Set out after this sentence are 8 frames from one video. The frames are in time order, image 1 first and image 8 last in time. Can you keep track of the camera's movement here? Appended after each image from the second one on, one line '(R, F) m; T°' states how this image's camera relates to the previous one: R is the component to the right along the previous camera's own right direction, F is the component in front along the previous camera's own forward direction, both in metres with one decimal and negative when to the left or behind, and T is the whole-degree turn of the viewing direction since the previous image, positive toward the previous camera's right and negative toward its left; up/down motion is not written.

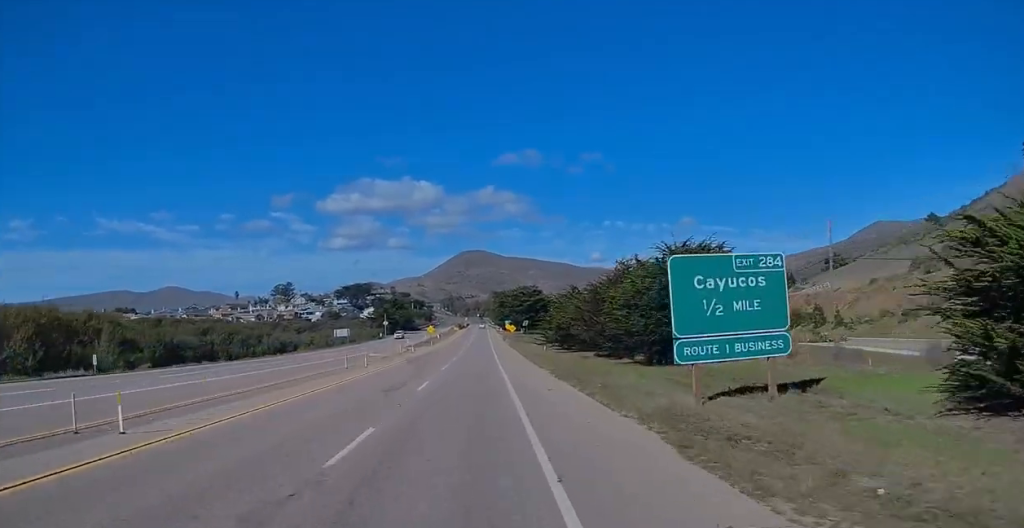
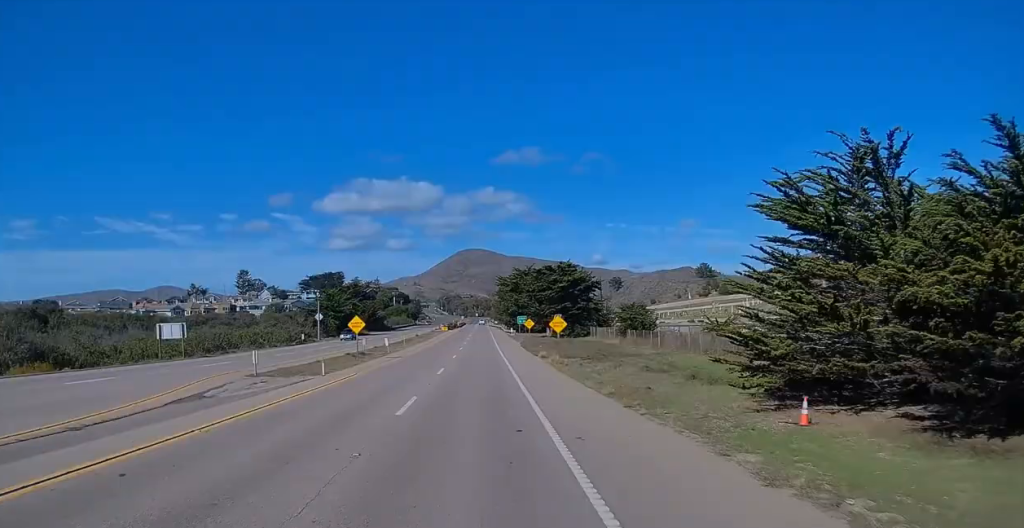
(-2.6, +68.8) m; -2°
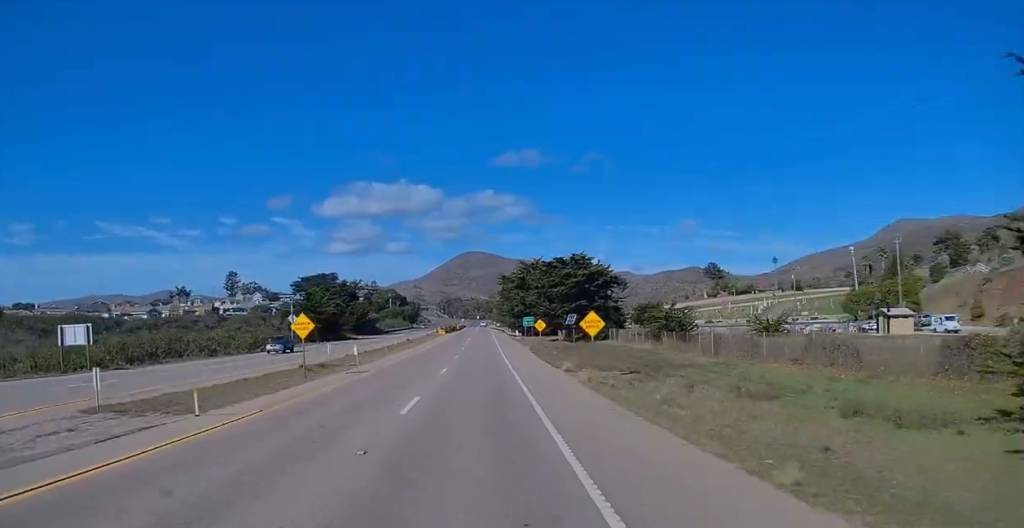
(-0.1, +14.4) m; +4°
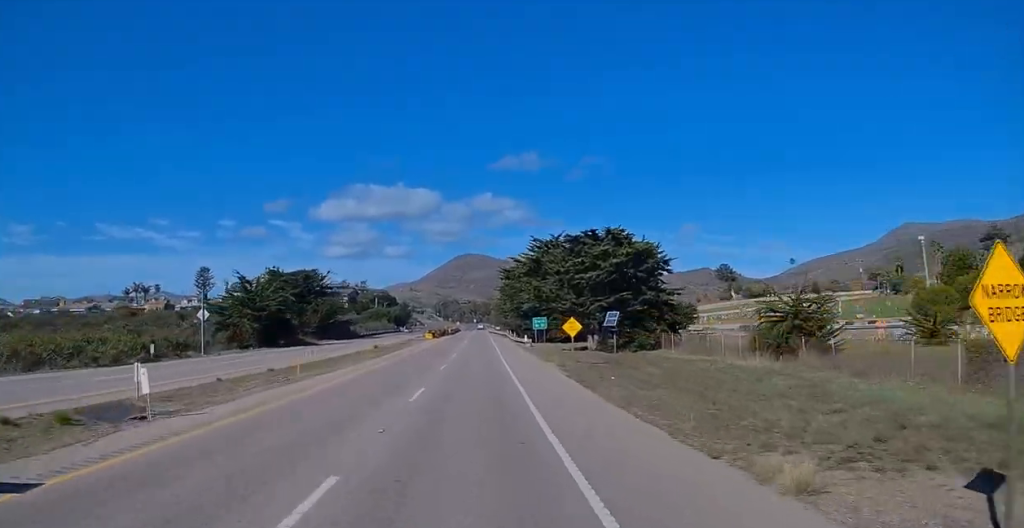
(+2.1, +27.2) m; -1°
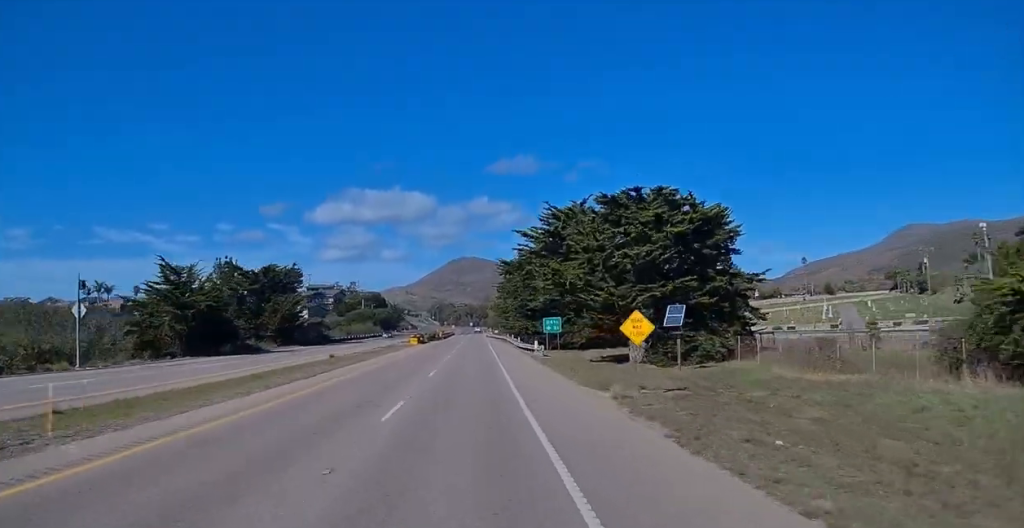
(-0.4, +18.7) m; -5°
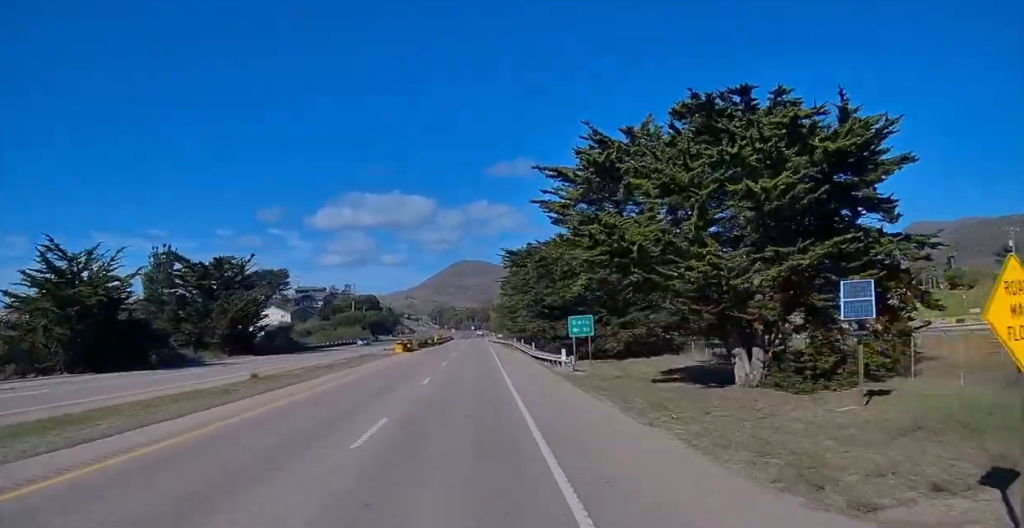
(-3.1, +19.8) m; -5°
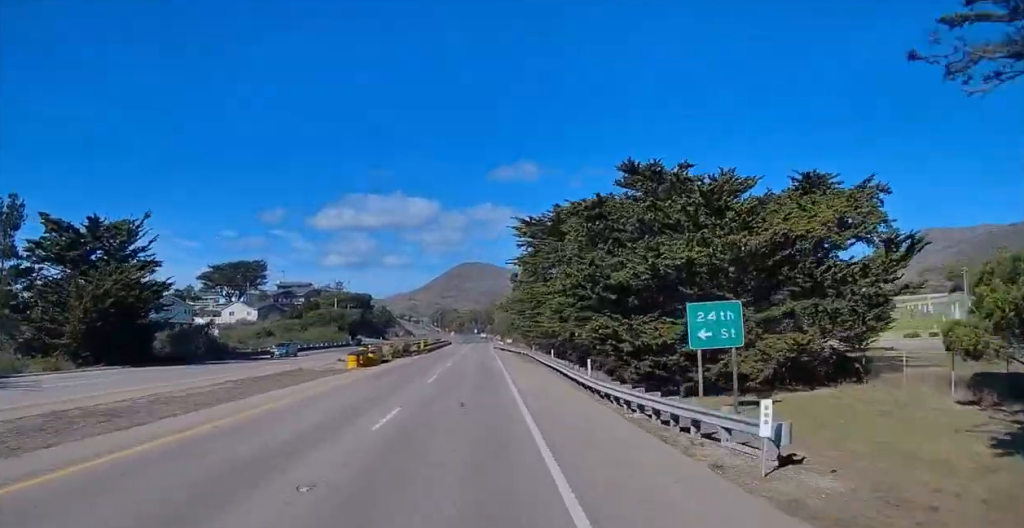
(+1.9, +26.3) m; +6°
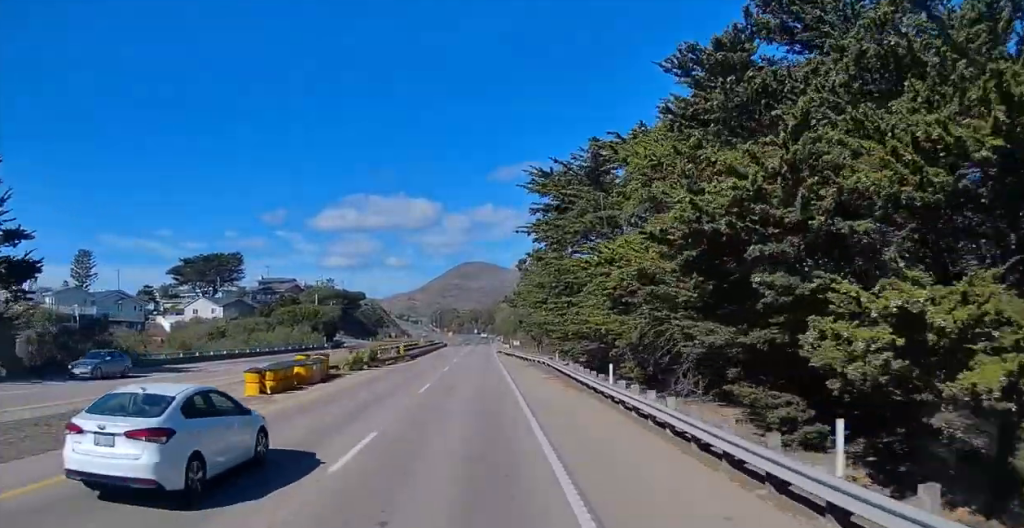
(+0.8, +18.7) m; 0°
